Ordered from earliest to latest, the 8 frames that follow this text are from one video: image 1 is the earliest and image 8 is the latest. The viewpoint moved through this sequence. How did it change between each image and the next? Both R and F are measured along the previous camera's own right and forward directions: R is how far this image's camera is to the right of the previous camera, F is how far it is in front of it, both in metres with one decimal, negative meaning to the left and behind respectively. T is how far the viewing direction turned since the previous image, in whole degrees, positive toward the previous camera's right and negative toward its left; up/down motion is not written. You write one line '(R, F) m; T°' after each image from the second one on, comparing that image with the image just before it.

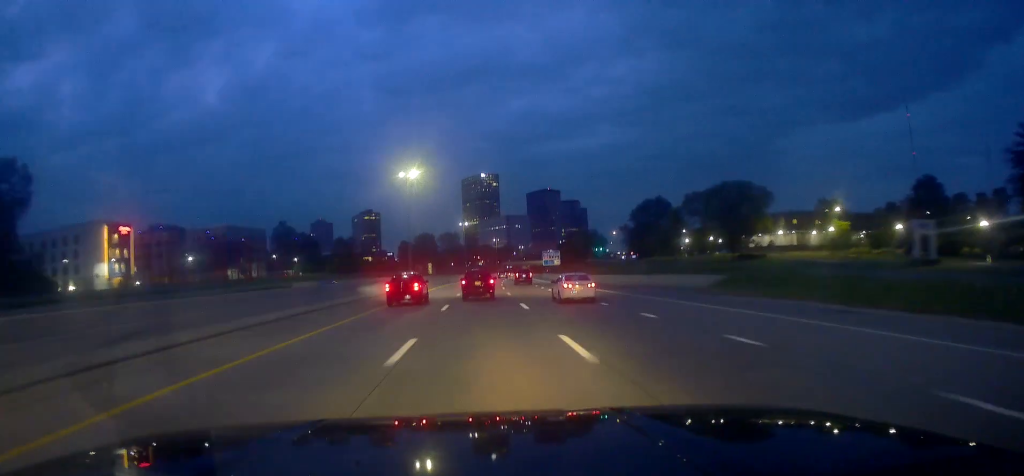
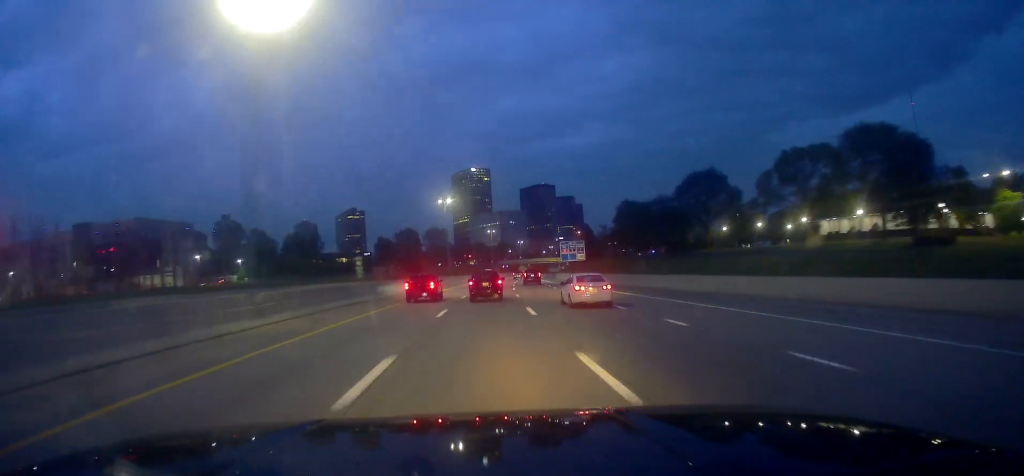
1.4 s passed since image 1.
(0.0, +48.7) m; 0°
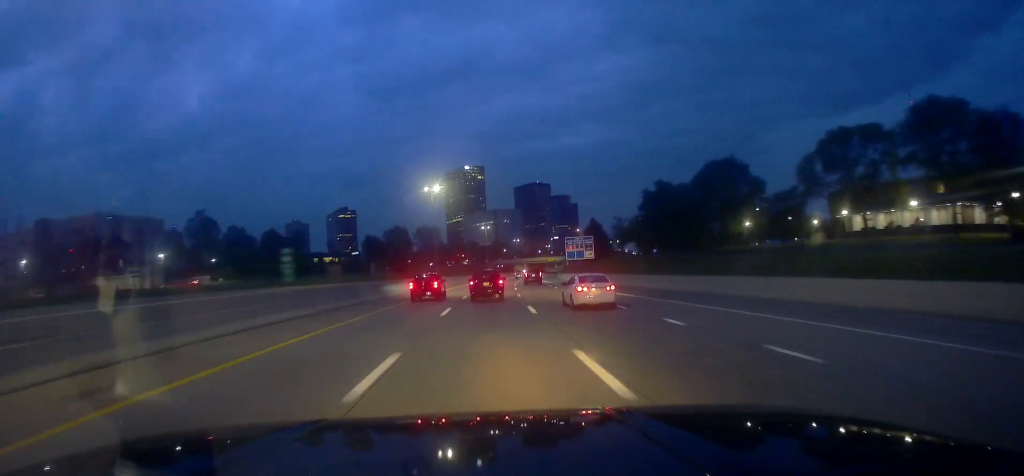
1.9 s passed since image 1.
(-0.1, +14.7) m; 0°
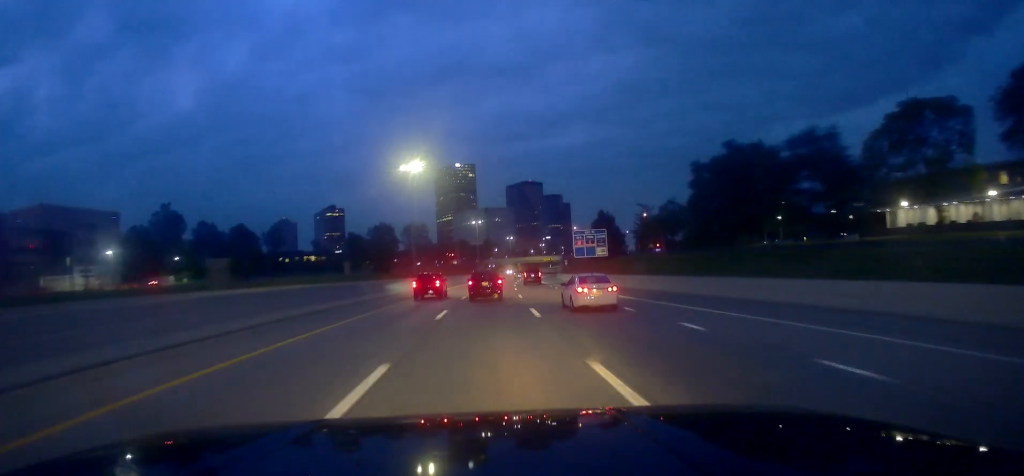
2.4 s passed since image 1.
(-0.1, +16.9) m; 0°
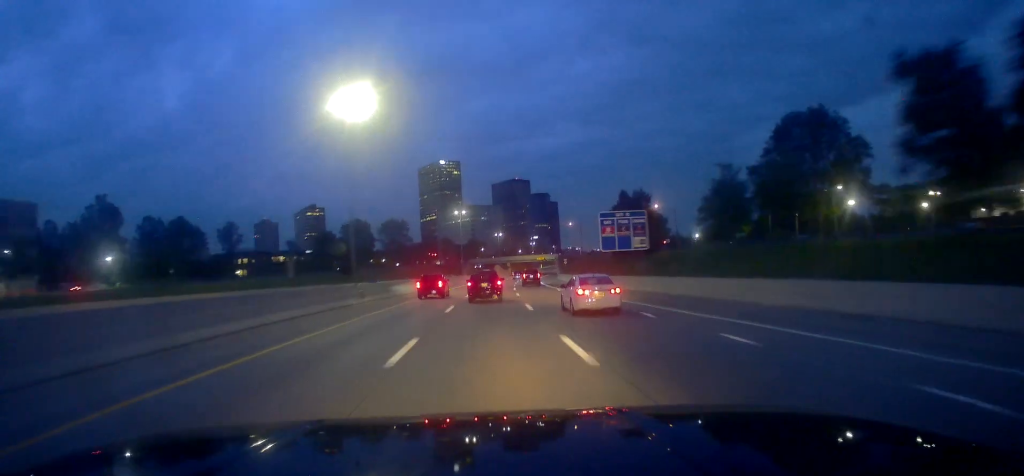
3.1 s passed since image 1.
(+0.1, +26.1) m; +2°
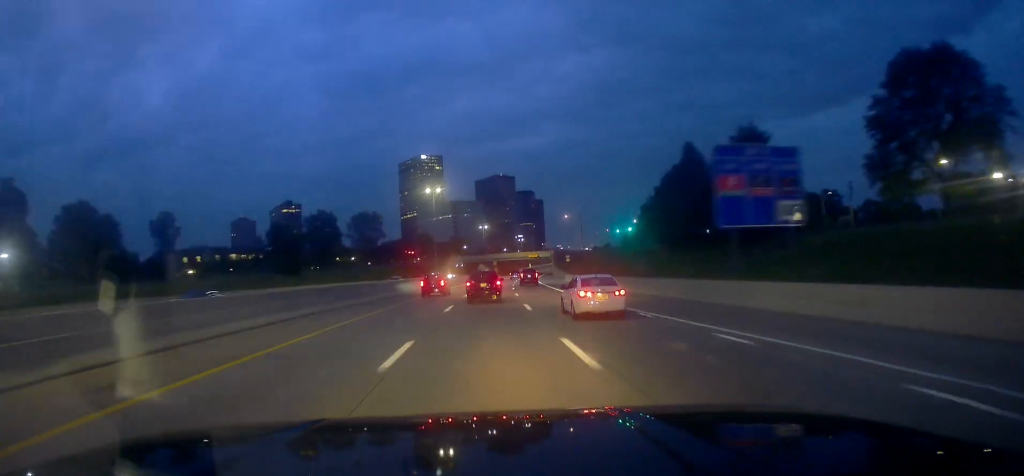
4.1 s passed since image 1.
(+0.9, +31.5) m; +1°
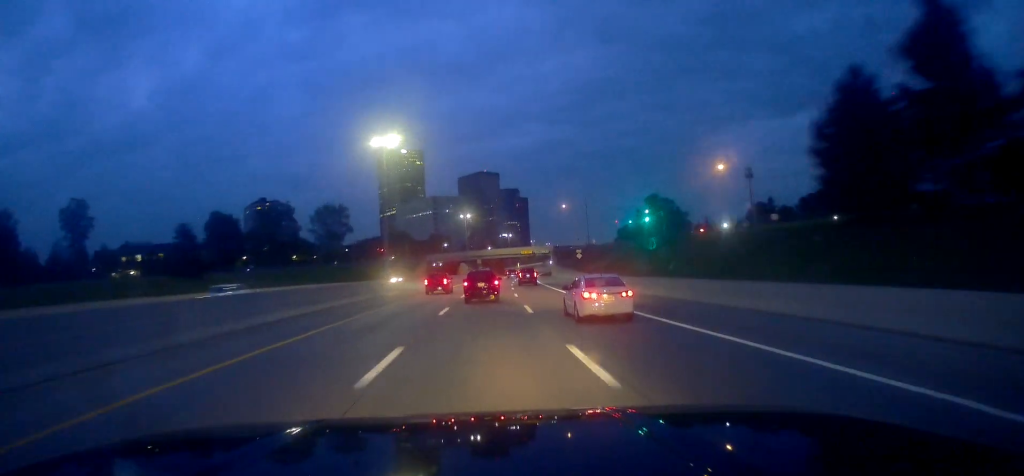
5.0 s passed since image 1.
(0.0, +31.5) m; +1°
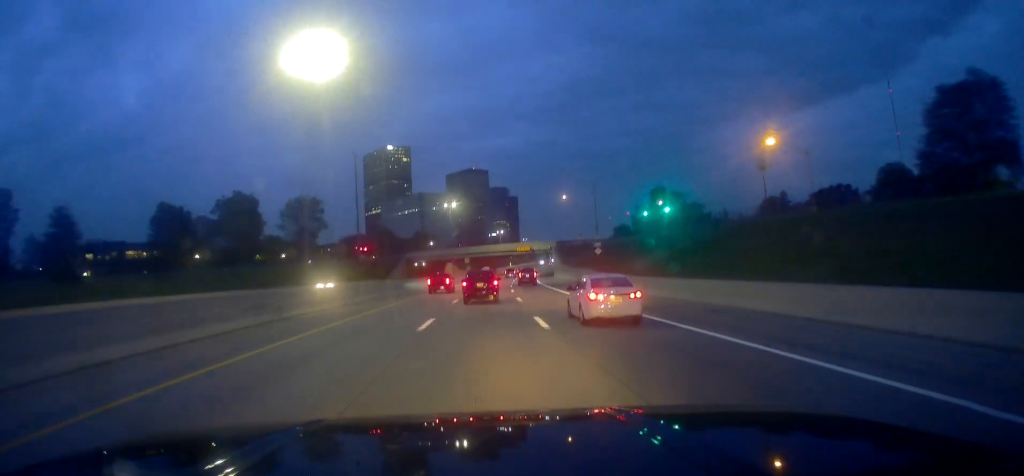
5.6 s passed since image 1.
(+0.1, +21.4) m; +1°
